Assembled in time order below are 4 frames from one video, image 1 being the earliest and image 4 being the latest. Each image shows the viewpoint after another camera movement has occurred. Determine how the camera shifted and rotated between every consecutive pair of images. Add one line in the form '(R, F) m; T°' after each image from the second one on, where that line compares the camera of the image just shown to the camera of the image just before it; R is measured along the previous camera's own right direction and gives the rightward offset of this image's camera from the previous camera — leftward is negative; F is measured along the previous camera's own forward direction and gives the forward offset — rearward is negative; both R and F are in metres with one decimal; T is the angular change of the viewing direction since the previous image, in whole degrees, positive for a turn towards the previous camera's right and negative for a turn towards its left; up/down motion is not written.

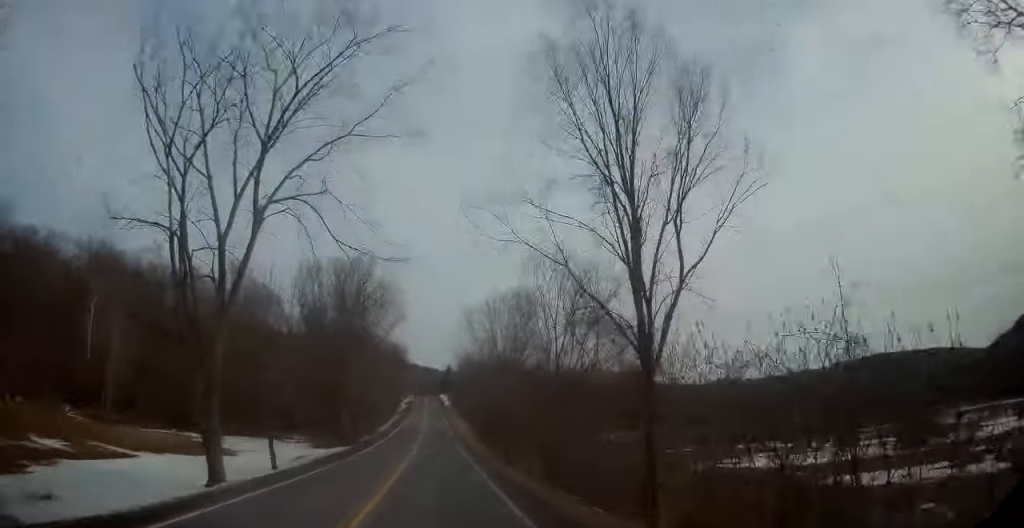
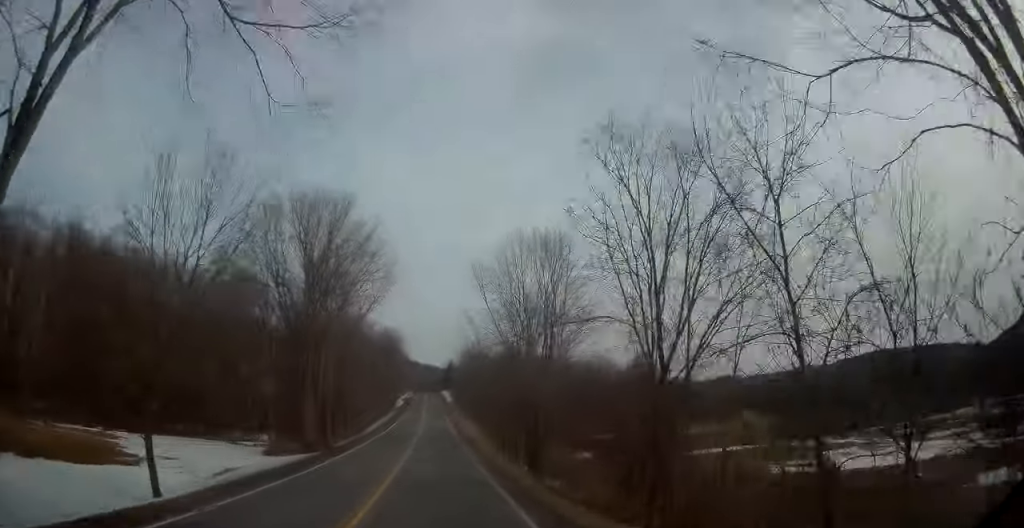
(0.0, +13.9) m; 0°
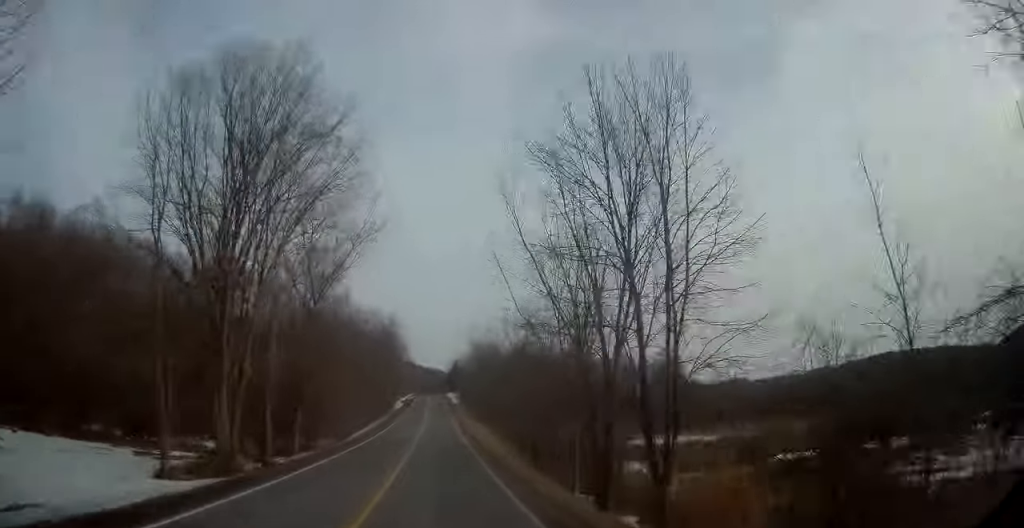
(+0.2, +14.8) m; 0°
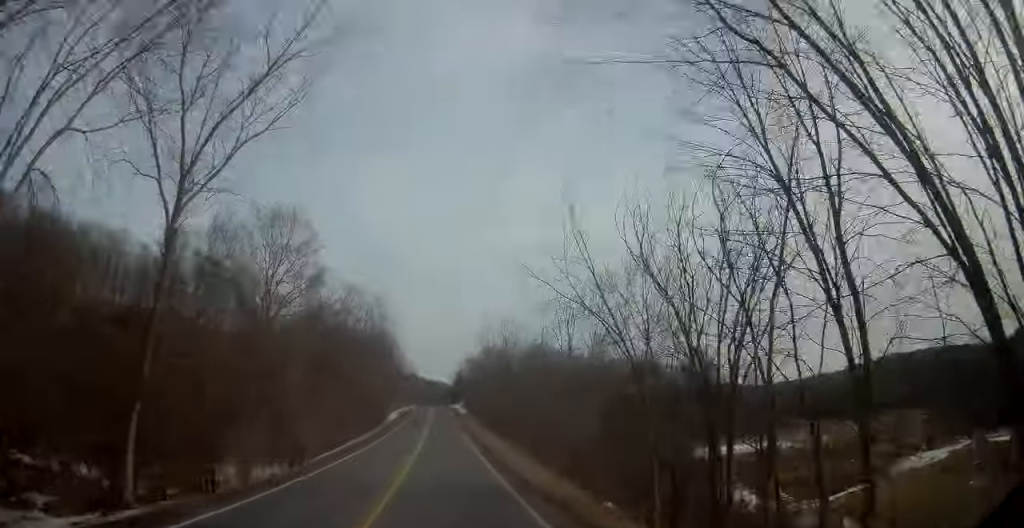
(-0.3, +18.3) m; -1°
